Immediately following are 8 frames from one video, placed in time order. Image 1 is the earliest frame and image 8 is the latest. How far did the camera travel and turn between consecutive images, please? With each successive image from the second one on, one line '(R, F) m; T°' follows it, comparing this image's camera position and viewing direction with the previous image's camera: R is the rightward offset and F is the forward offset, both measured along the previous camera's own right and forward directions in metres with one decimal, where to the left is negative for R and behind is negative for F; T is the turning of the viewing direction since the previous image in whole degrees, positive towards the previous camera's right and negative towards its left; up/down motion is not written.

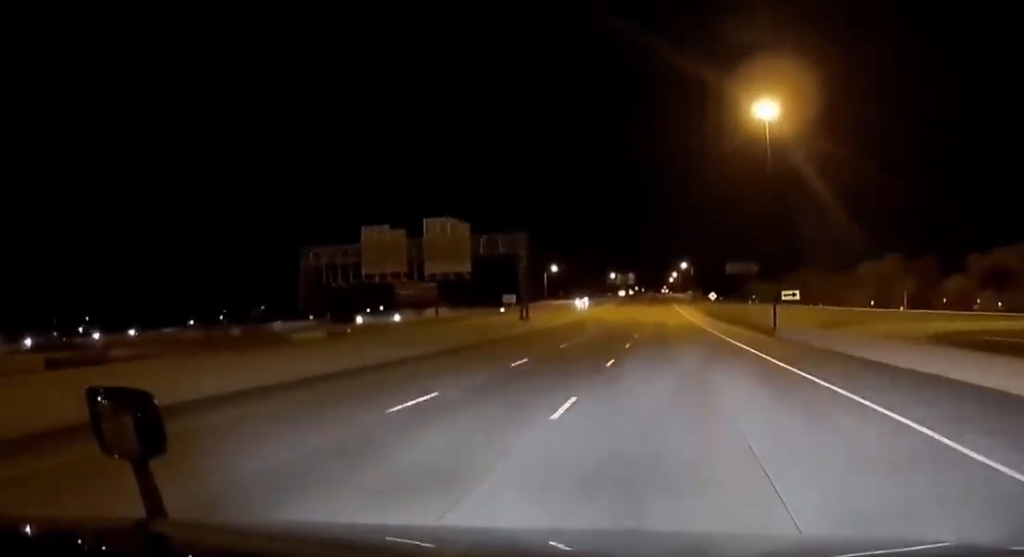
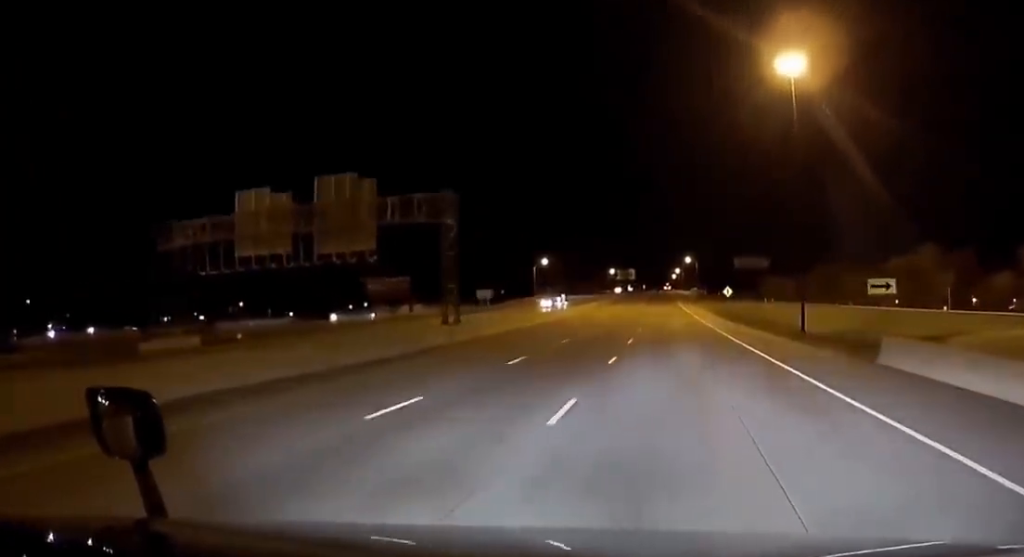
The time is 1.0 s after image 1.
(-0.4, +25.5) m; -1°
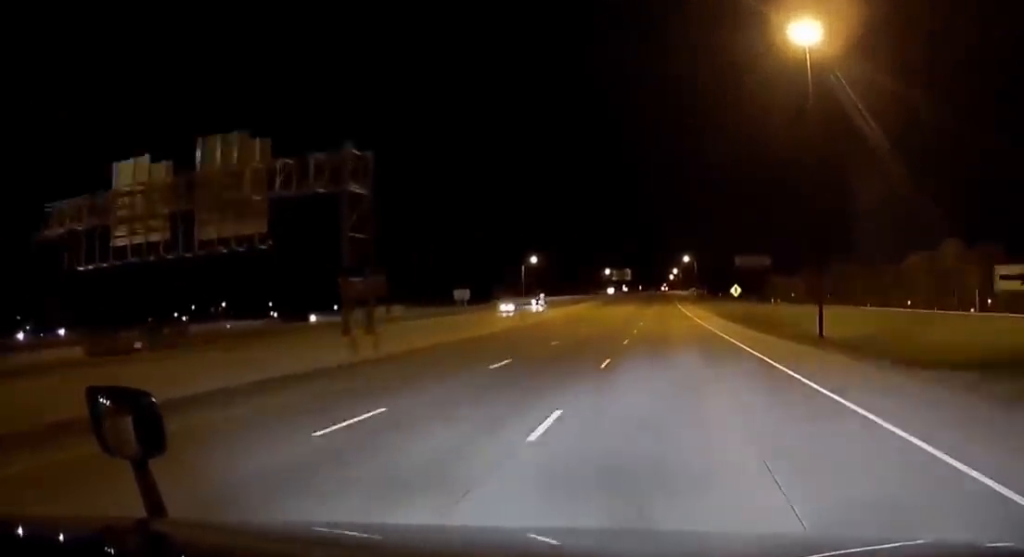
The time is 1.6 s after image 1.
(-0.2, +14.4) m; 0°
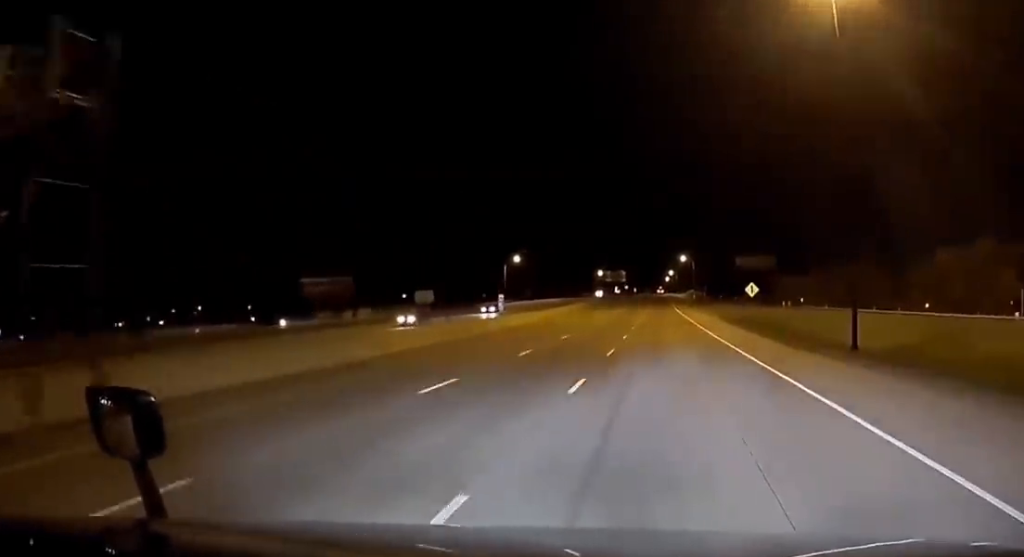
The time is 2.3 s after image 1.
(+0.4, +18.7) m; +1°
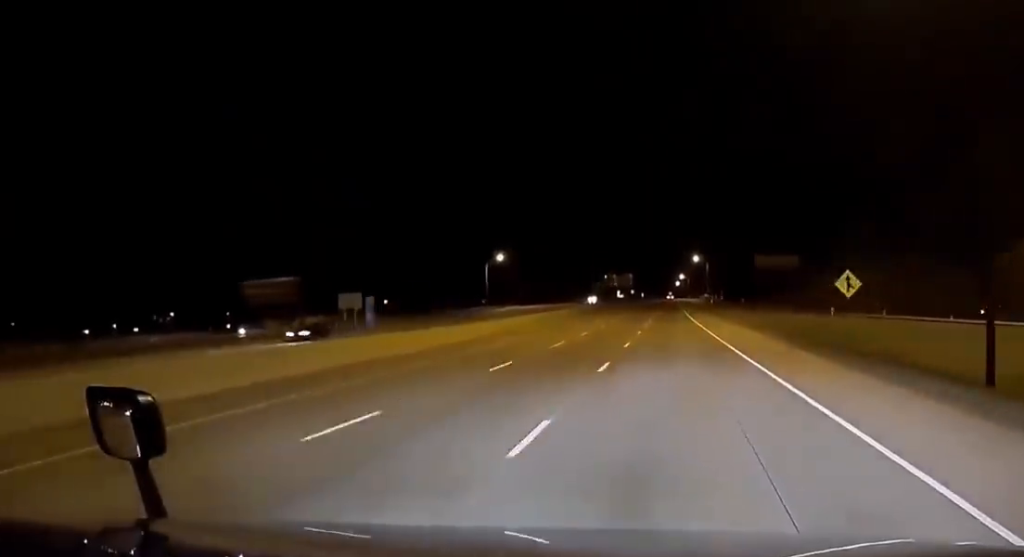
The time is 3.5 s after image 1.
(+0.1, +30.5) m; 0°
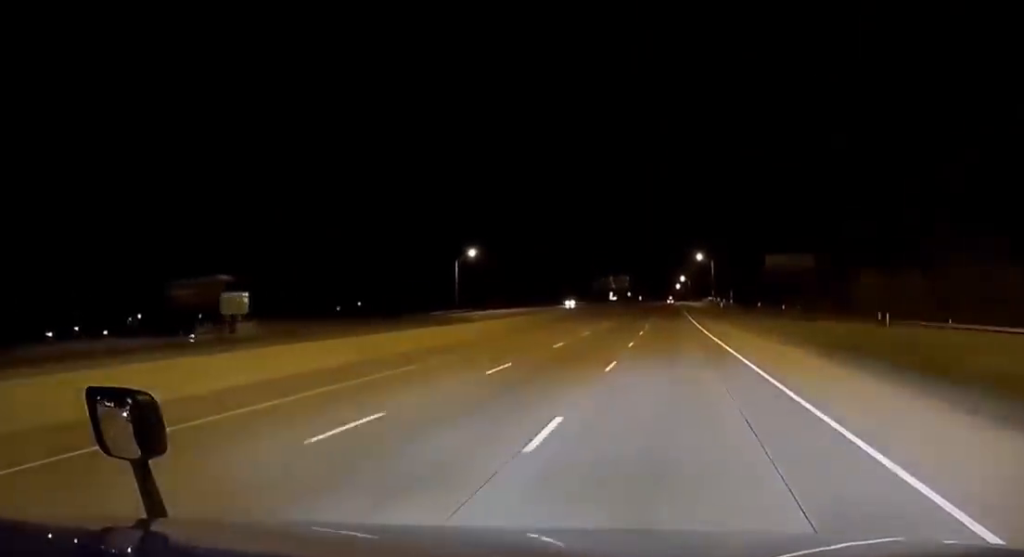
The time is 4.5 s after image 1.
(0.0, +24.5) m; -1°
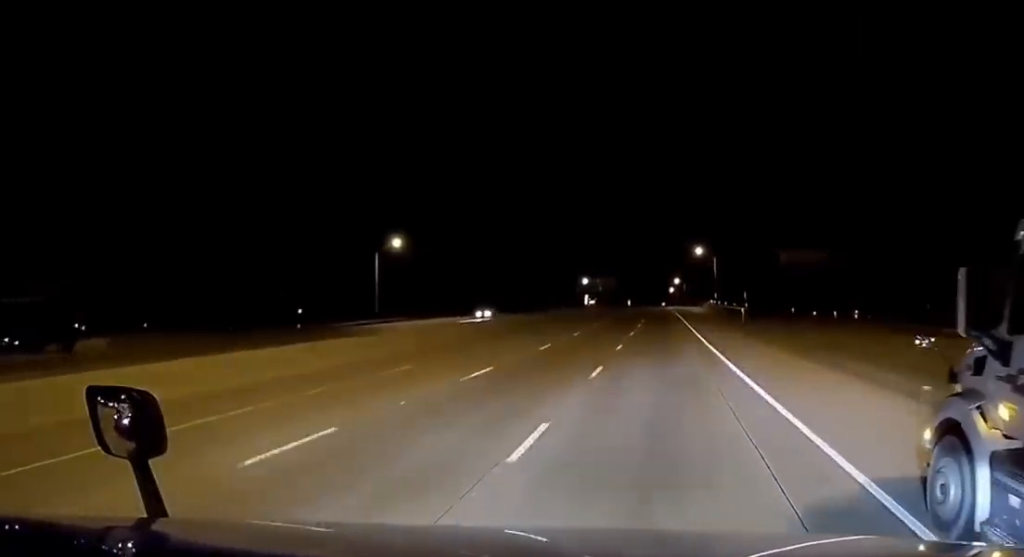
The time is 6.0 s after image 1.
(-0.3, +37.9) m; +1°
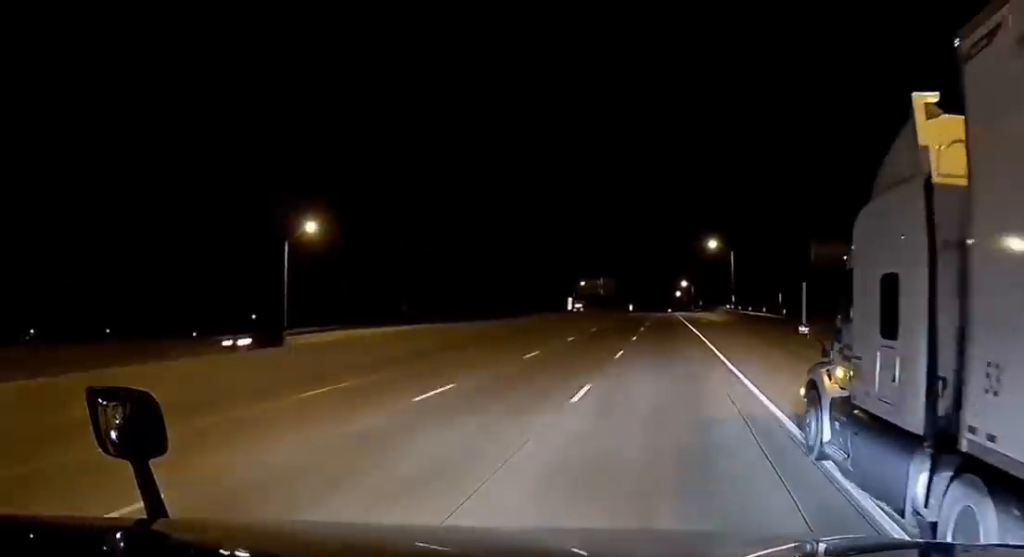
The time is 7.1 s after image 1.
(+0.4, +29.2) m; 0°
